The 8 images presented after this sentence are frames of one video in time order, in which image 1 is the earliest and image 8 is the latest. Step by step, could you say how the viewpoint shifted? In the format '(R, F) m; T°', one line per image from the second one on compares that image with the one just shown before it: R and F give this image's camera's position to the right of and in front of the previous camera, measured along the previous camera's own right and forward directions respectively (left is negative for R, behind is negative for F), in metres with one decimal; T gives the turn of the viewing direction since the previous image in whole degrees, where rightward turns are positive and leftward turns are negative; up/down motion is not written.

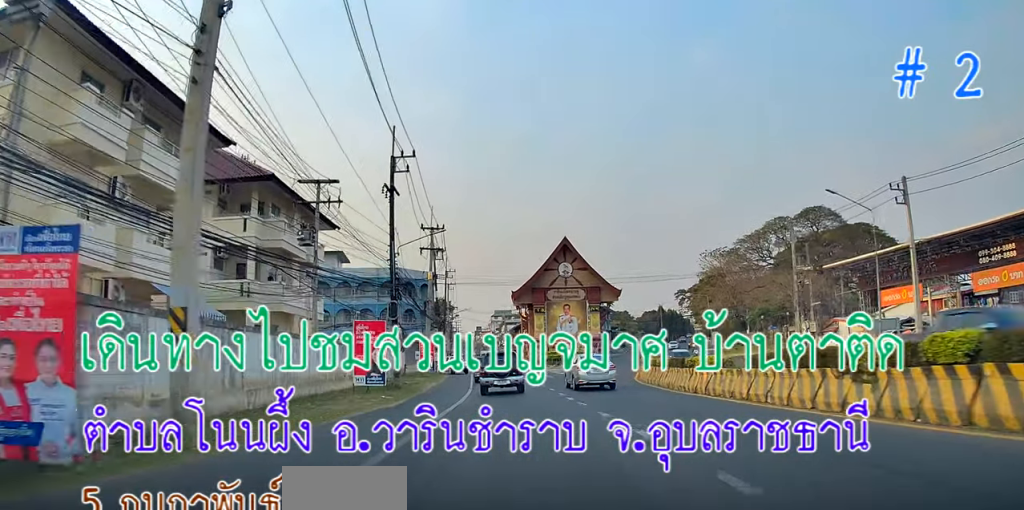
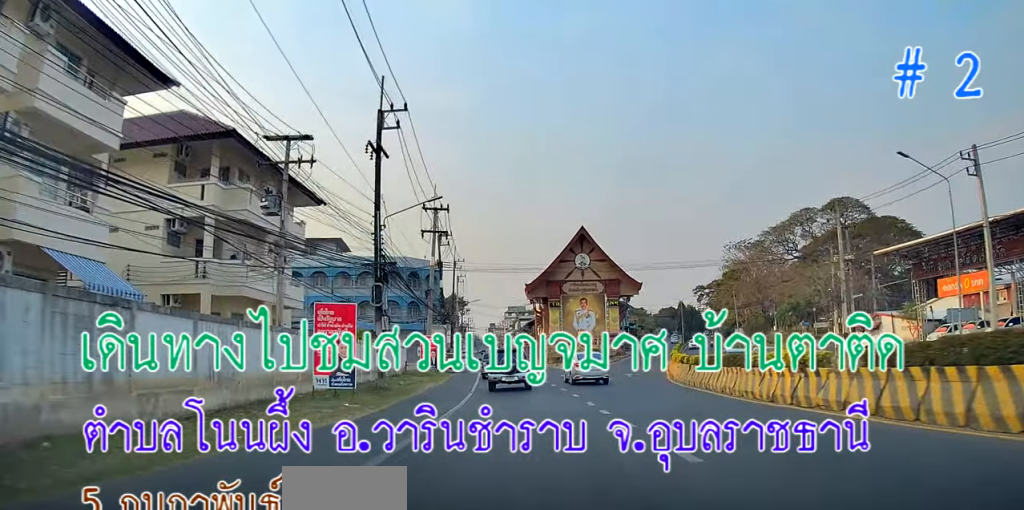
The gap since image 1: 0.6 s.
(-0.1, +5.9) m; -2°
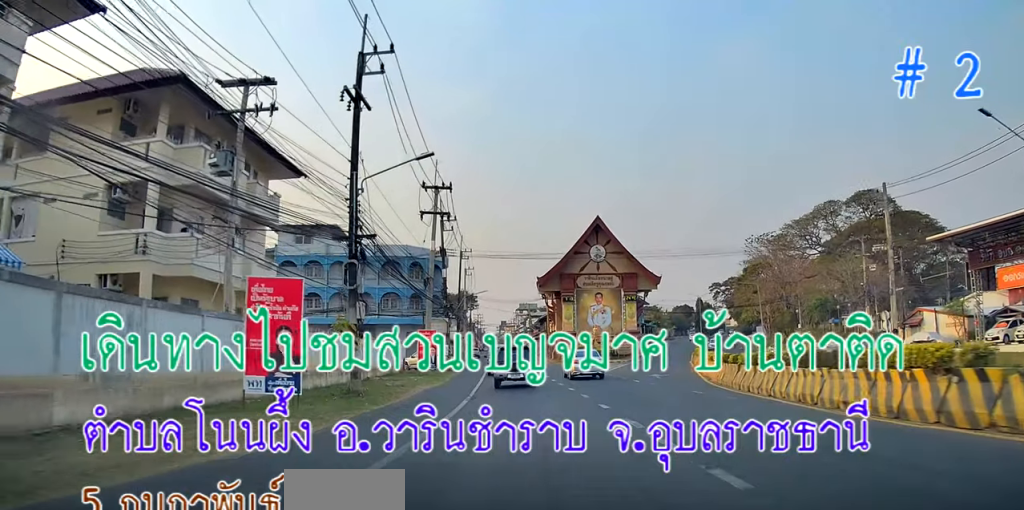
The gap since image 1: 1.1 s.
(-0.5, +5.4) m; 0°
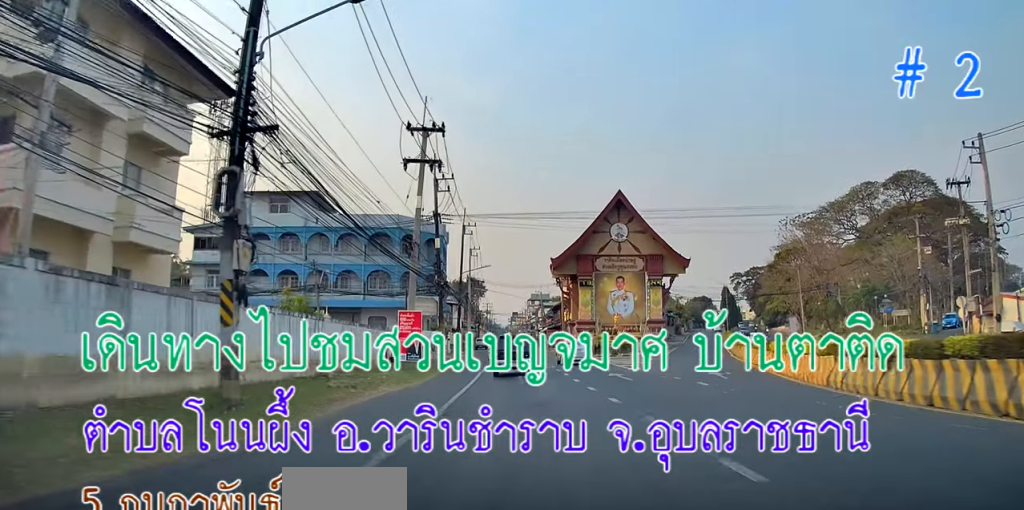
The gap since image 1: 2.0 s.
(+0.4, +9.5) m; 0°
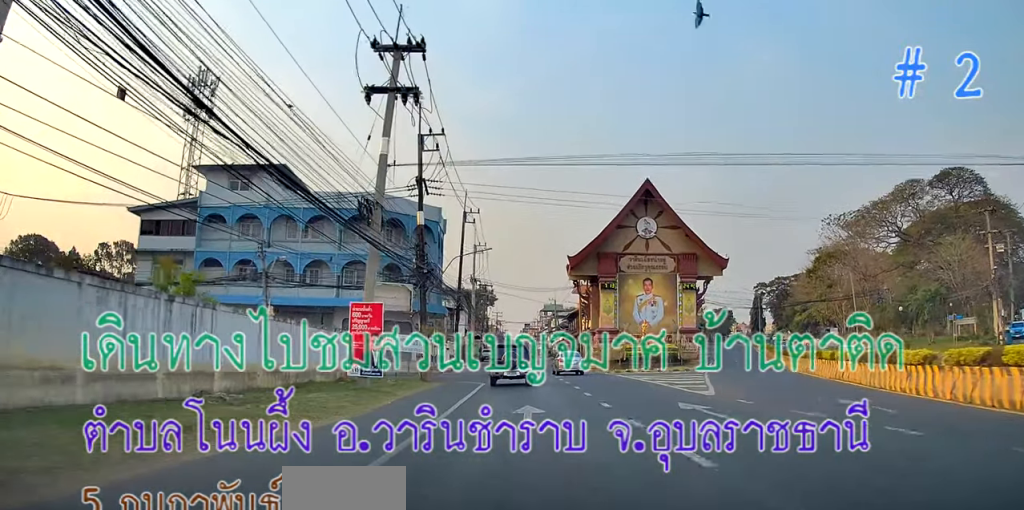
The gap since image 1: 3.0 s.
(-0.4, +10.4) m; -1°
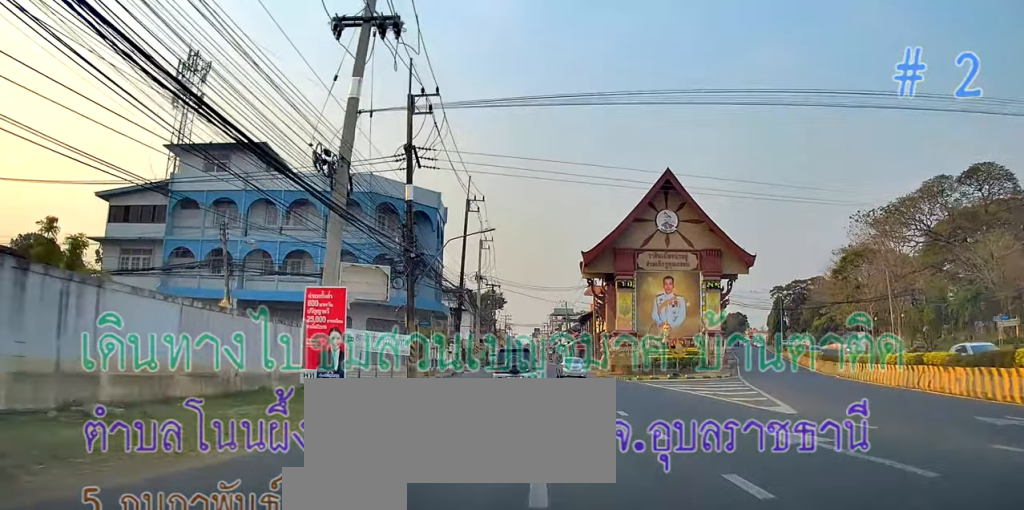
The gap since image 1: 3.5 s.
(-0.1, +5.3) m; 0°
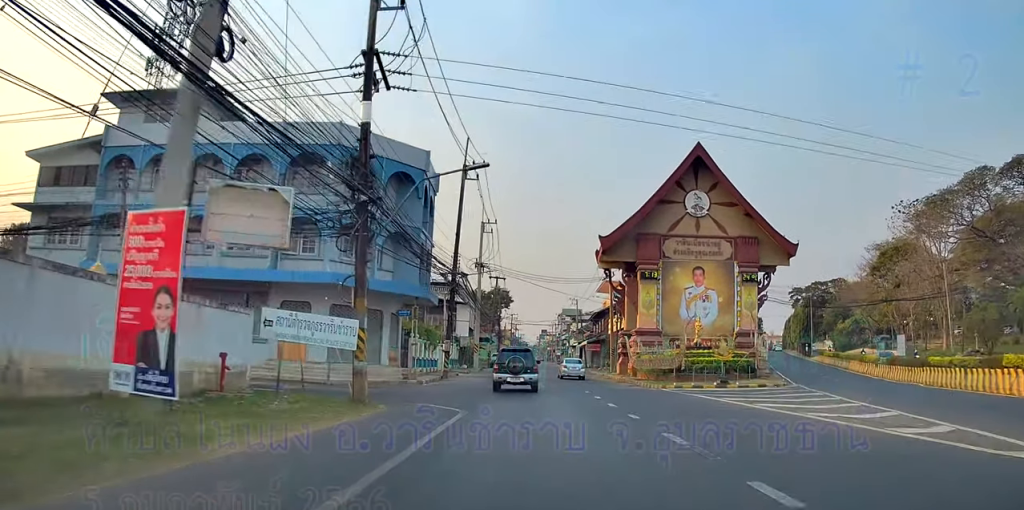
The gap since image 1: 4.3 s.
(+0.6, +8.4) m; 0°
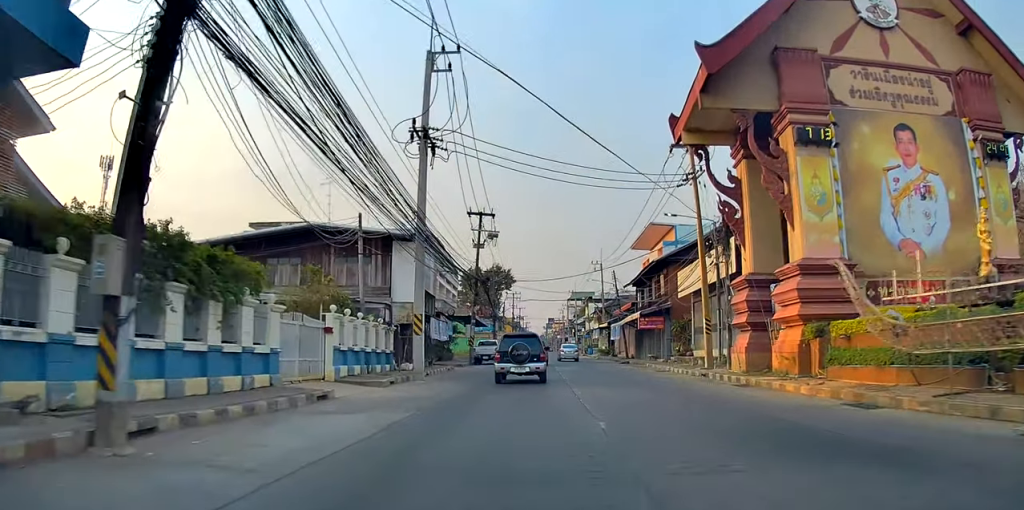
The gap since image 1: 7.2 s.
(-2.3, +30.1) m; -4°
